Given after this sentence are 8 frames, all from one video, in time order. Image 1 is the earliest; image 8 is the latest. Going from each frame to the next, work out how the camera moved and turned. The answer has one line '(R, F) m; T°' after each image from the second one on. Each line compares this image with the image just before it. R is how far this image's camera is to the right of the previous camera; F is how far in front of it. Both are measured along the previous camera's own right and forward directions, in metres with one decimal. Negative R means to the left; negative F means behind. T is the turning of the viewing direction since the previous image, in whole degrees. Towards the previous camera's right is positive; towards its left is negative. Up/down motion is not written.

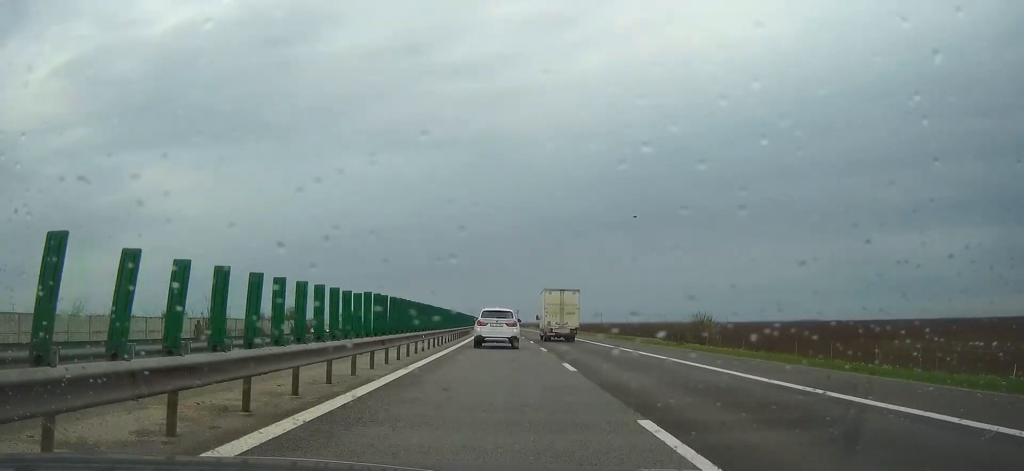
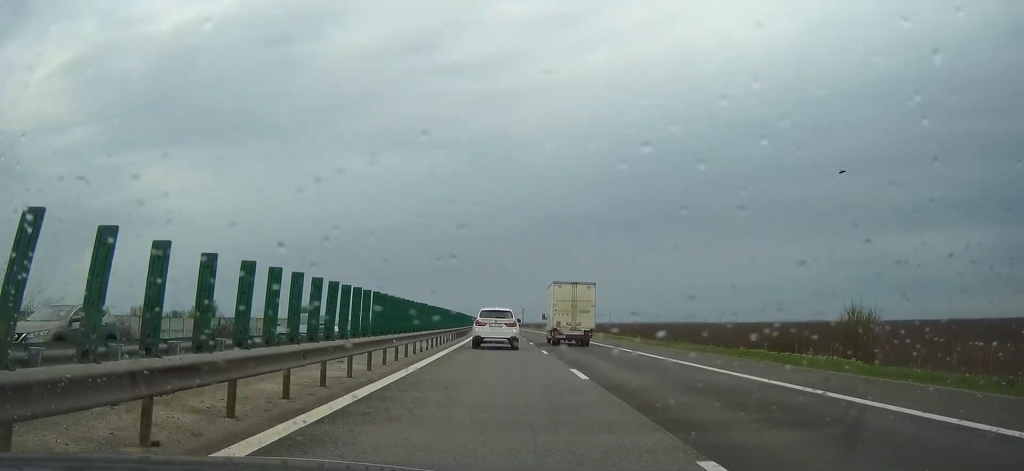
(-0.1, +26.6) m; -1°
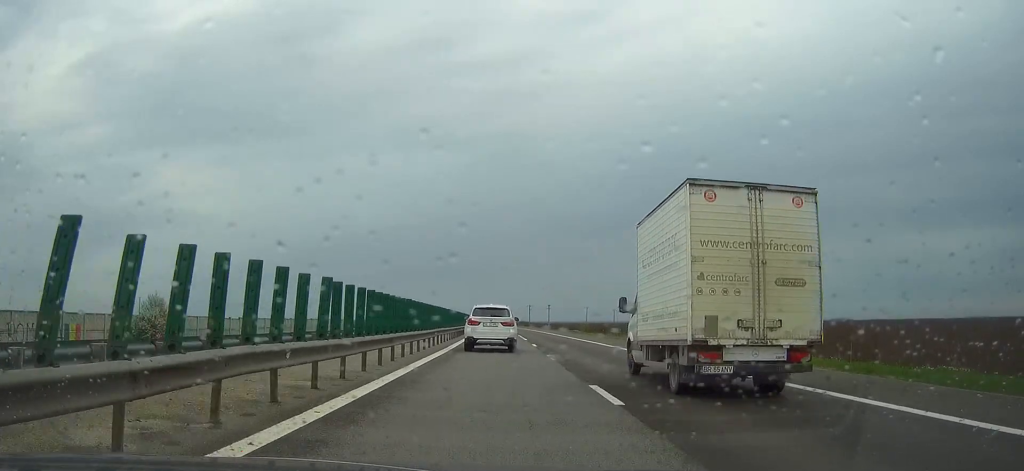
(-0.9, +88.3) m; -1°
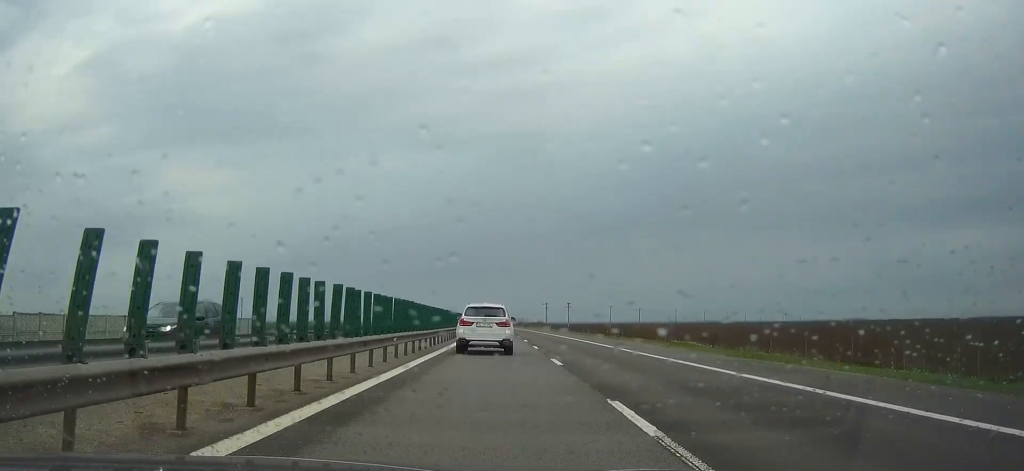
(-0.5, +51.7) m; -1°
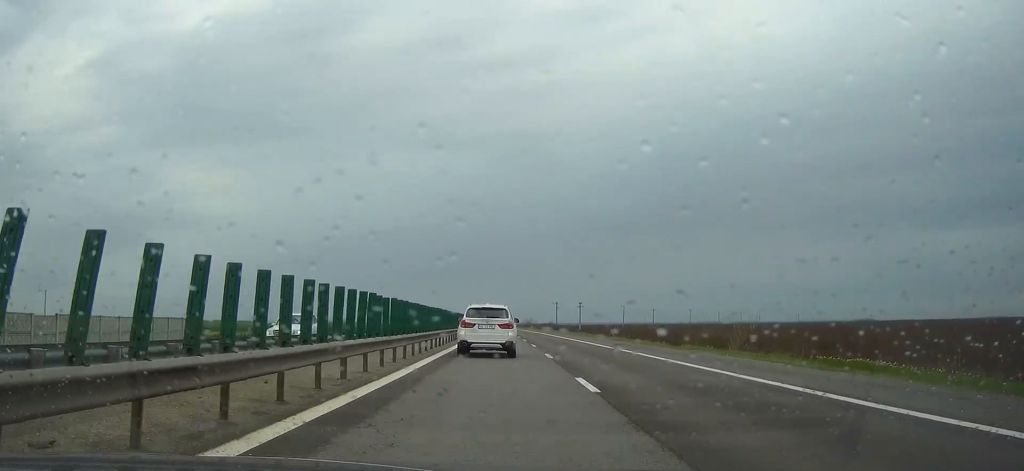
(0.0, +20.4) m; 0°
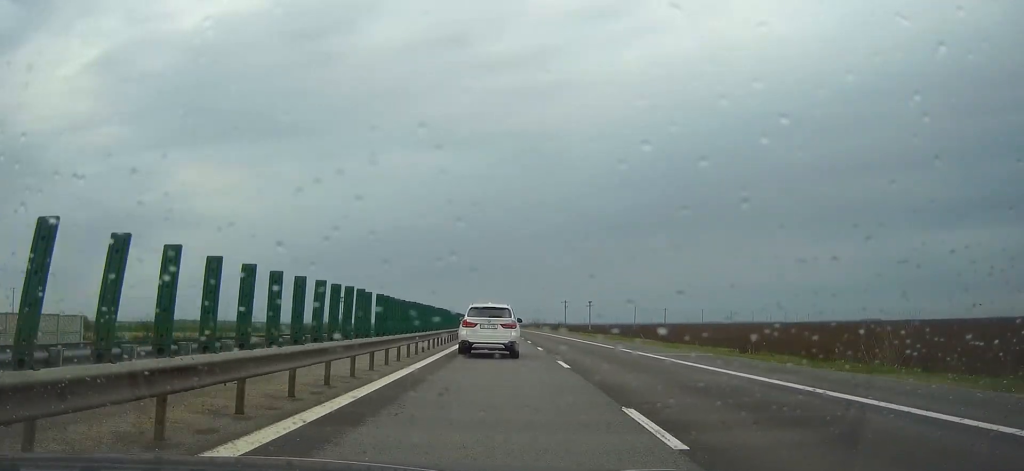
(+0.1, +19.6) m; 0°
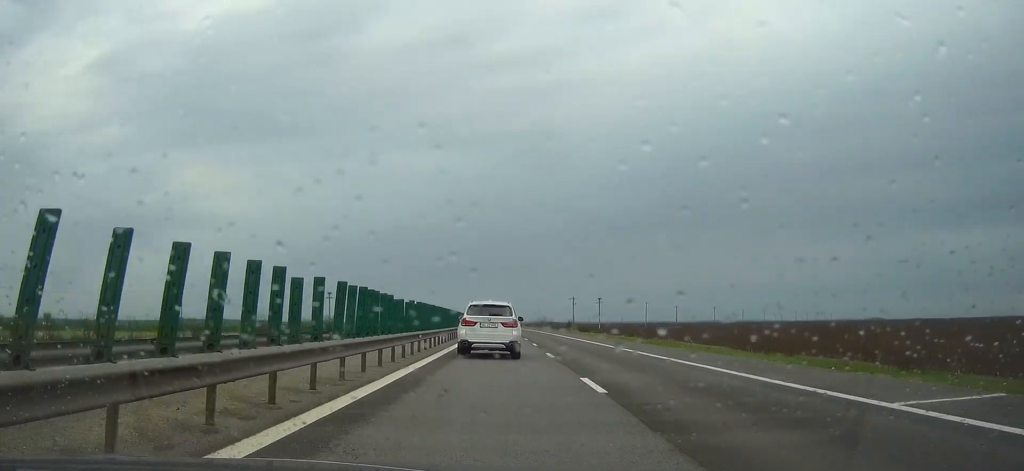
(-0.1, +22.1) m; -1°
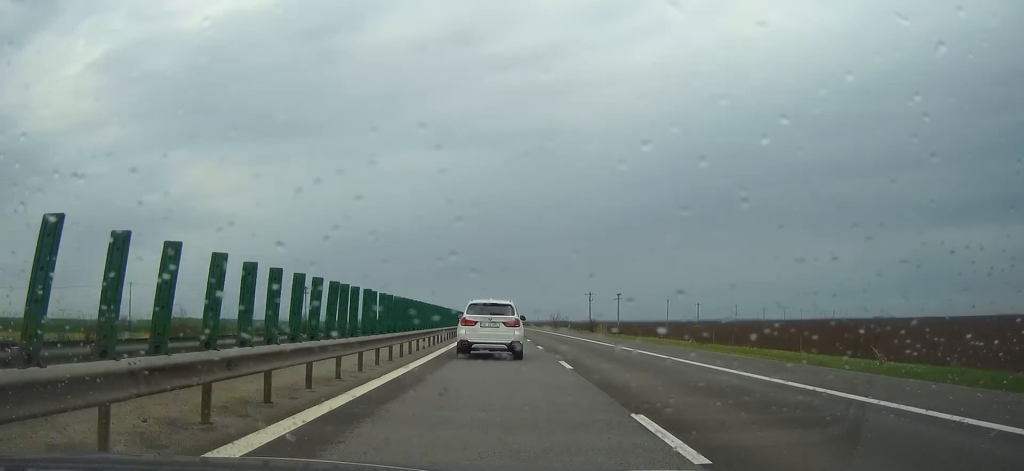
(-0.3, +36.9) m; -1°
